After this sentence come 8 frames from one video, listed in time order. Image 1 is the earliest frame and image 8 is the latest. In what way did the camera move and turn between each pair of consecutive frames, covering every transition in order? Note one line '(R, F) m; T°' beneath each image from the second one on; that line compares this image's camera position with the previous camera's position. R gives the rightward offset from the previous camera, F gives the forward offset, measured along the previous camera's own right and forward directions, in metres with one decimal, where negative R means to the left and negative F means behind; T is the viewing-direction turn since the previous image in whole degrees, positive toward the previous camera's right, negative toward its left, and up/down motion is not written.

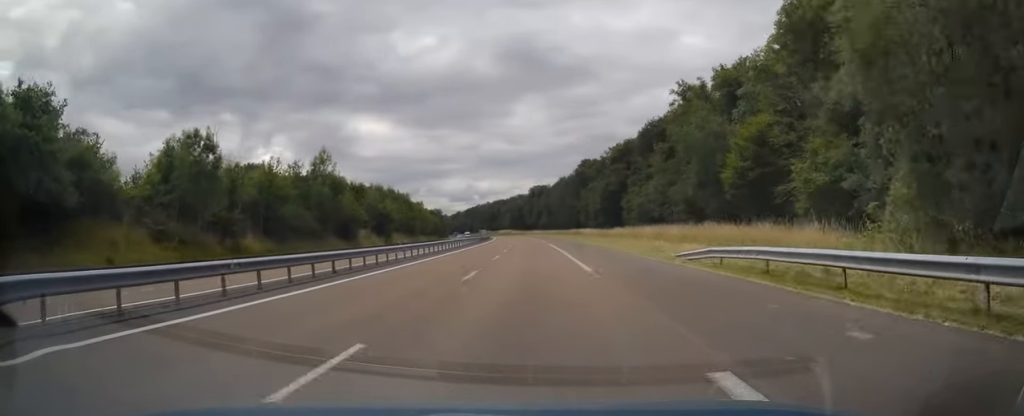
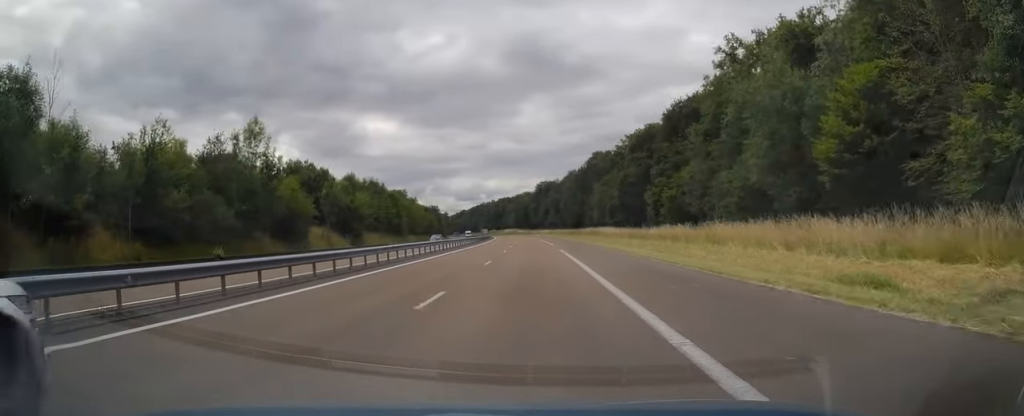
(-0.1, +20.1) m; -1°
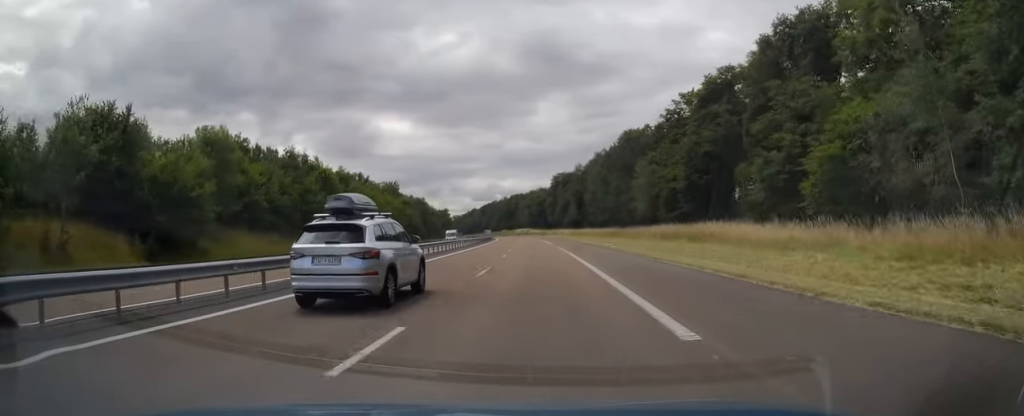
(-0.6, +44.5) m; -1°
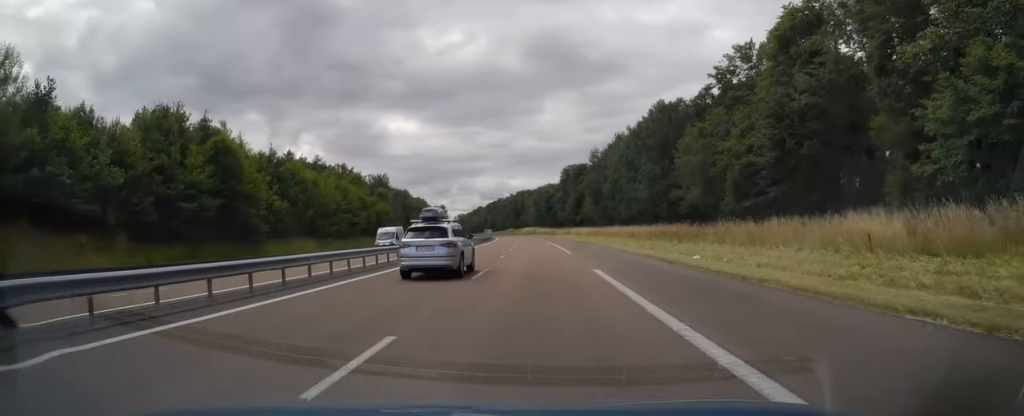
(-0.1, +26.9) m; -1°
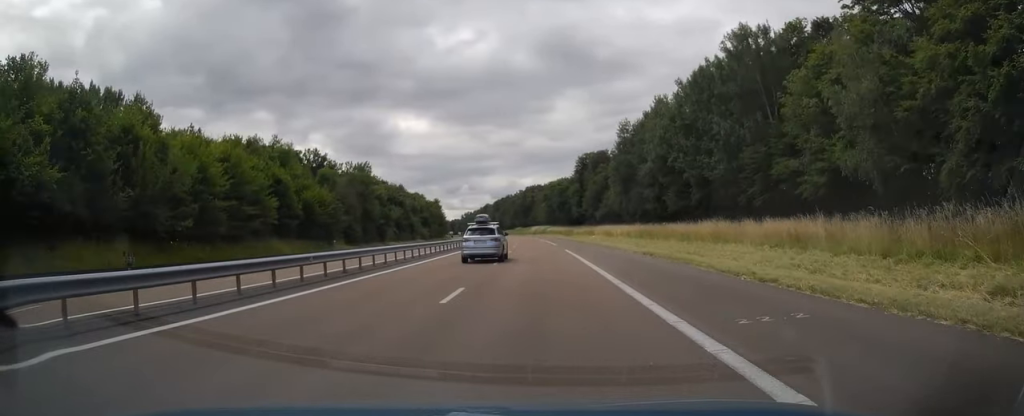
(-0.4, +32.8) m; -1°
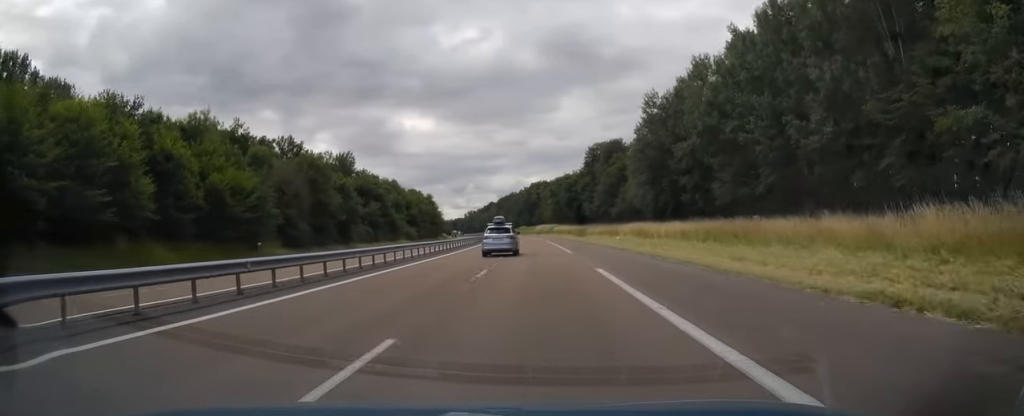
(0.0, +20.1) m; 0°
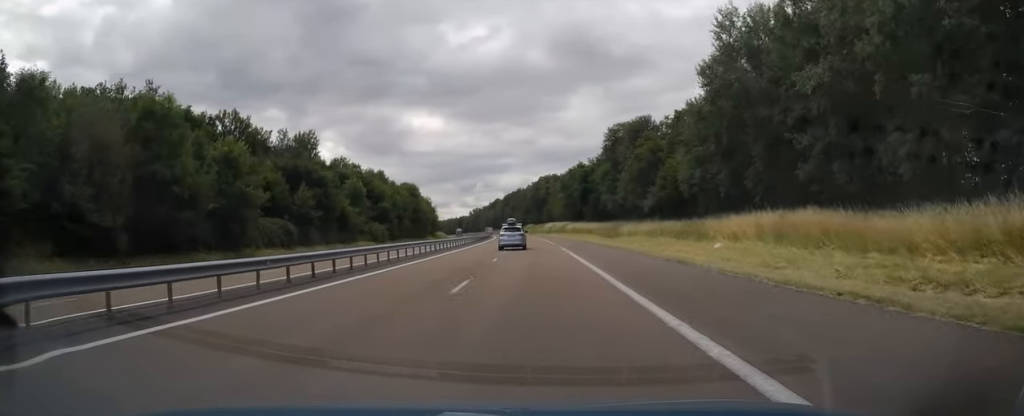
(-0.3, +30.8) m; -1°
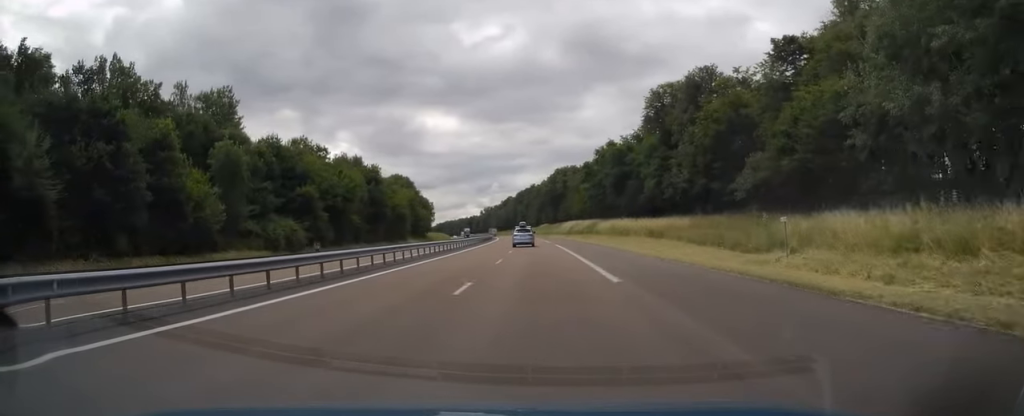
(-0.5, +39.6) m; -1°
